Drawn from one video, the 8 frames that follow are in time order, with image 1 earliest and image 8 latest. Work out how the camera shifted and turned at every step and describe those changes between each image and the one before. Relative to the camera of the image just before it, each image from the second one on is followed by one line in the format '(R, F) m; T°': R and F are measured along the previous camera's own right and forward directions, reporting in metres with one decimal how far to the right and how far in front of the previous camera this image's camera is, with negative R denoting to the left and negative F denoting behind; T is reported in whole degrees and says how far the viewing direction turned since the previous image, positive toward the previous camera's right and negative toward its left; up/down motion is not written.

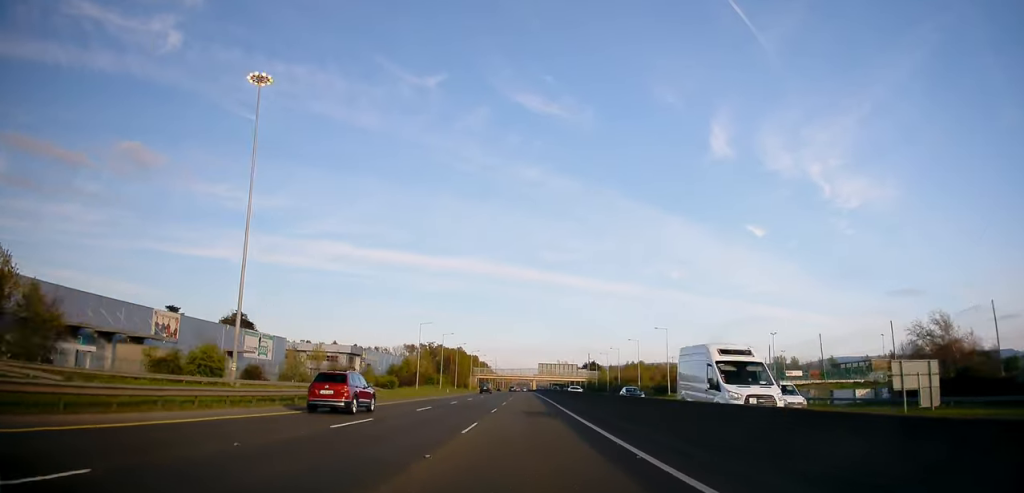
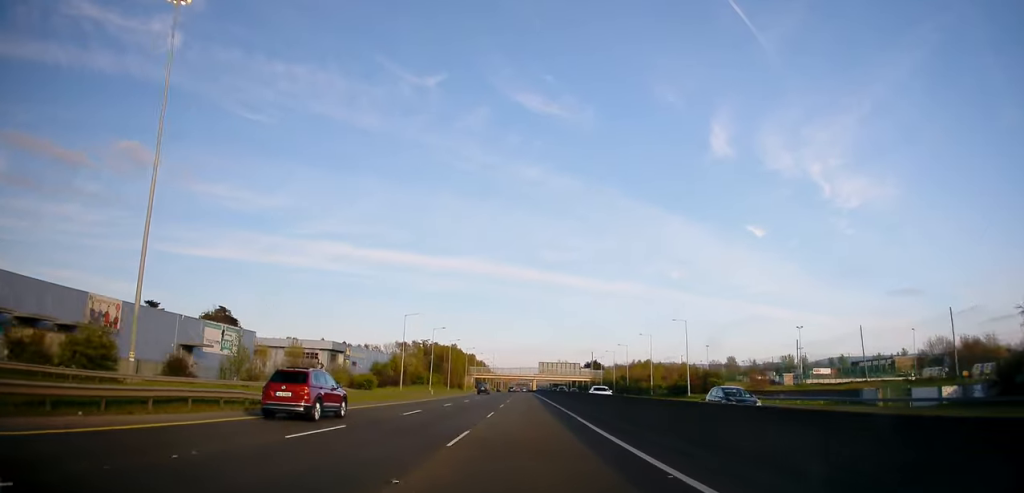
(-0.1, +15.8) m; 0°
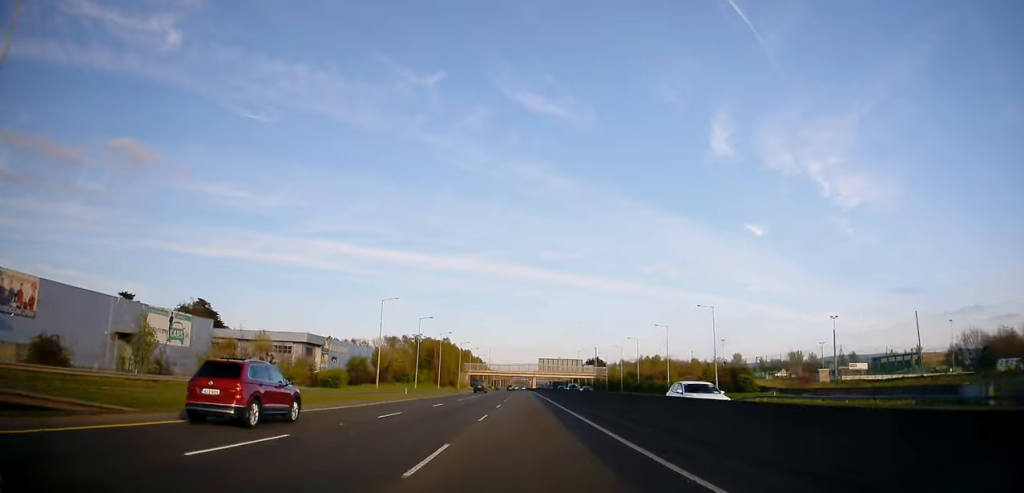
(+0.1, +17.4) m; 0°
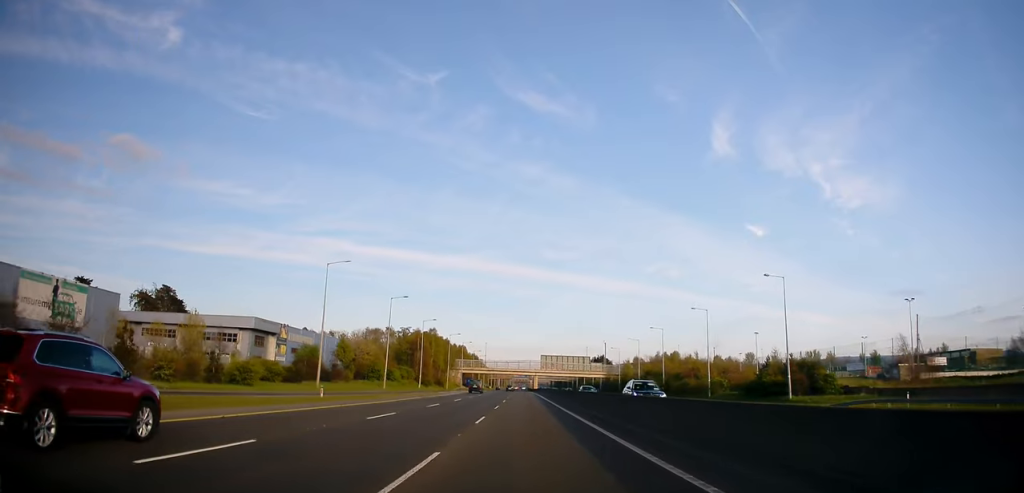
(+0.1, +26.1) m; 0°
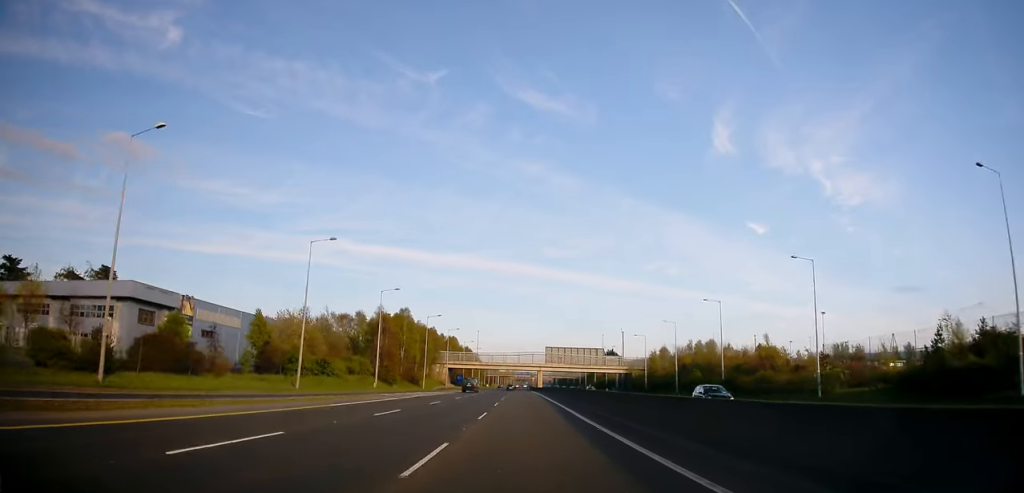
(-0.1, +36.5) m; -1°
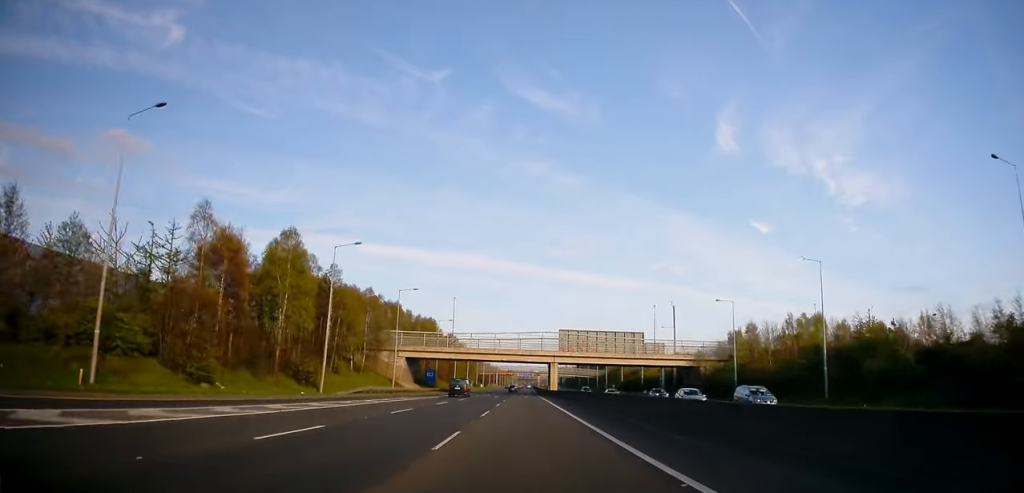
(0.0, +58.6) m; +1°
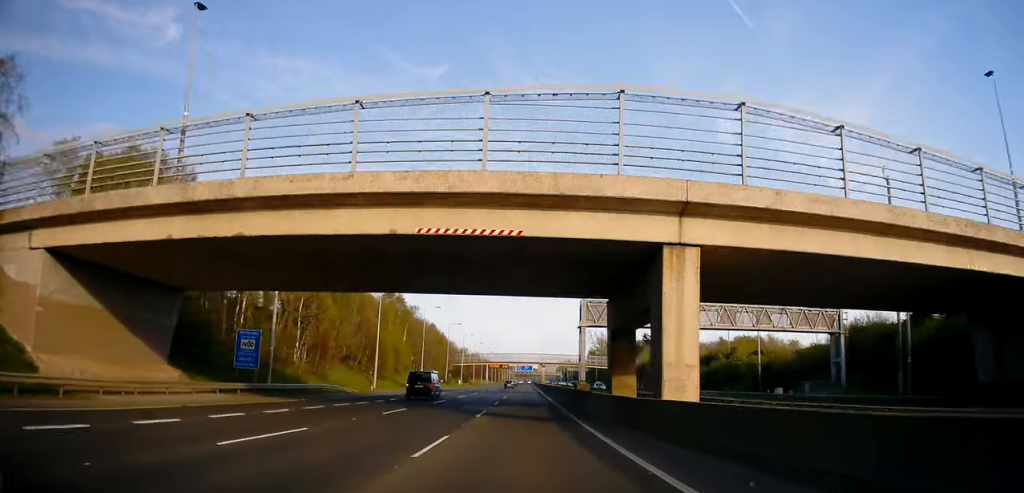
(-0.4, +77.1) m; 0°
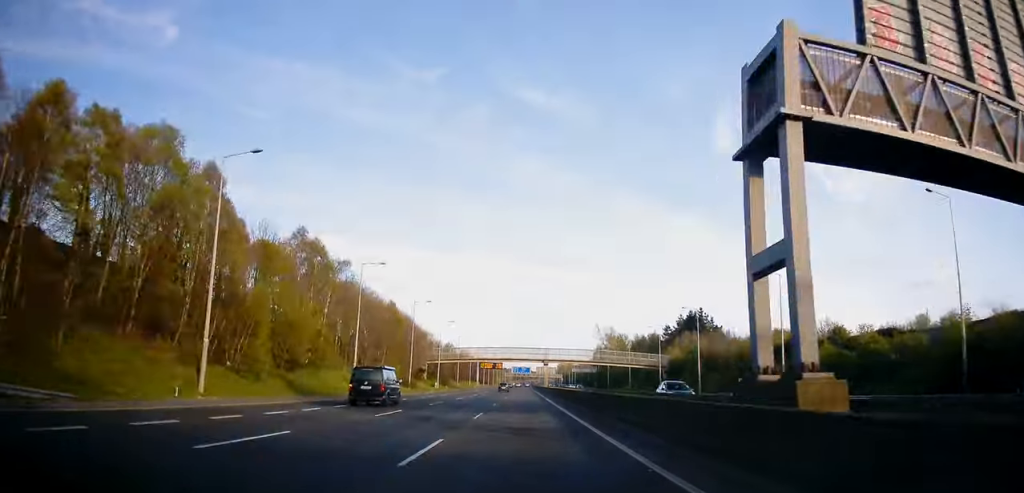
(+0.1, +38.8) m; 0°
